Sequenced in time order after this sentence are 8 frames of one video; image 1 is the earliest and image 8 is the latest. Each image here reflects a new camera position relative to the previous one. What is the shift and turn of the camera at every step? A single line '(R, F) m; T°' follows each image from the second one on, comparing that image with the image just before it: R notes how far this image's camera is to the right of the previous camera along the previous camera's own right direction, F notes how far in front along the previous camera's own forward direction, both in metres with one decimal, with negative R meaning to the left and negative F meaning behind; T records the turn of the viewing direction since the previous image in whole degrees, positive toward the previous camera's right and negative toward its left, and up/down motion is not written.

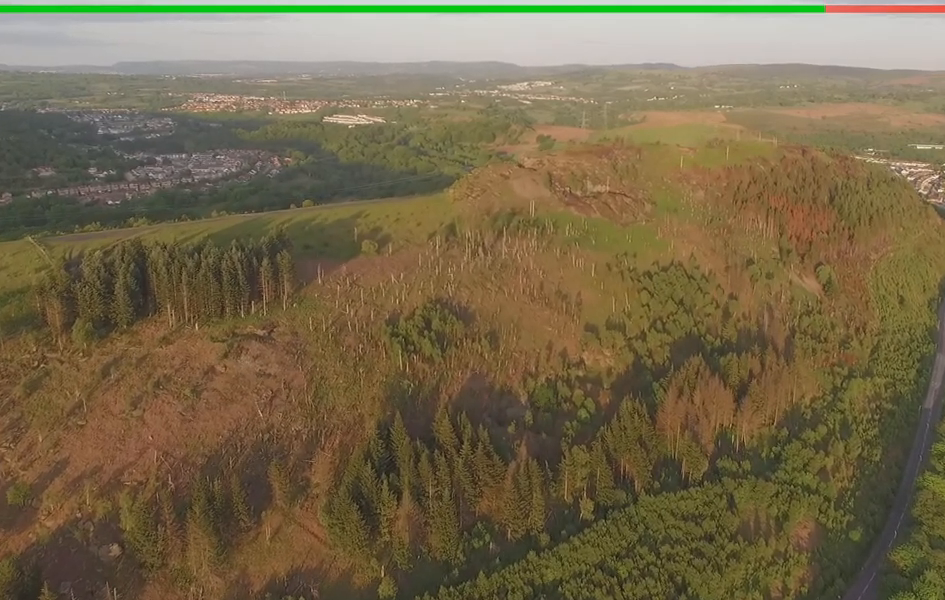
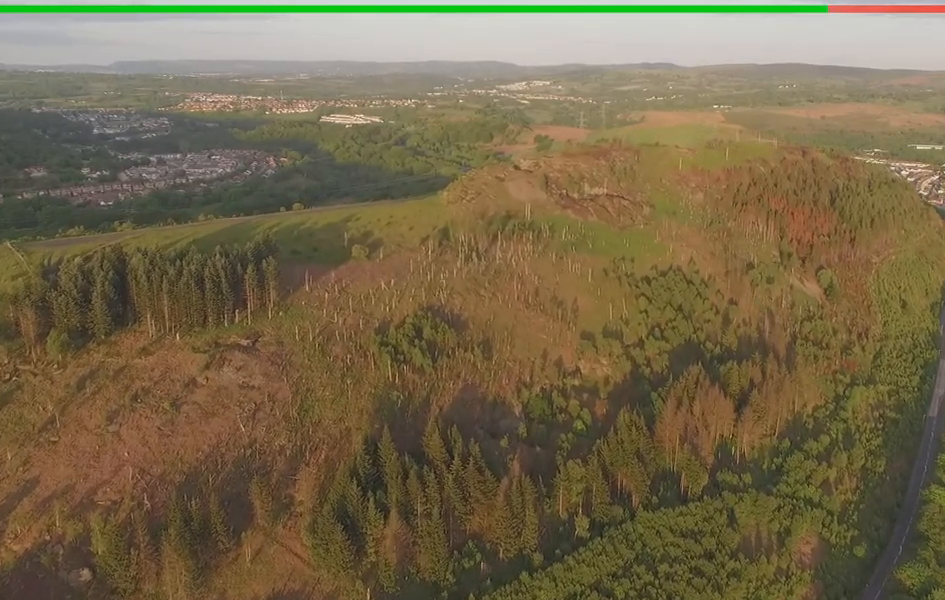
(-0.1, +10.6) m; -1°
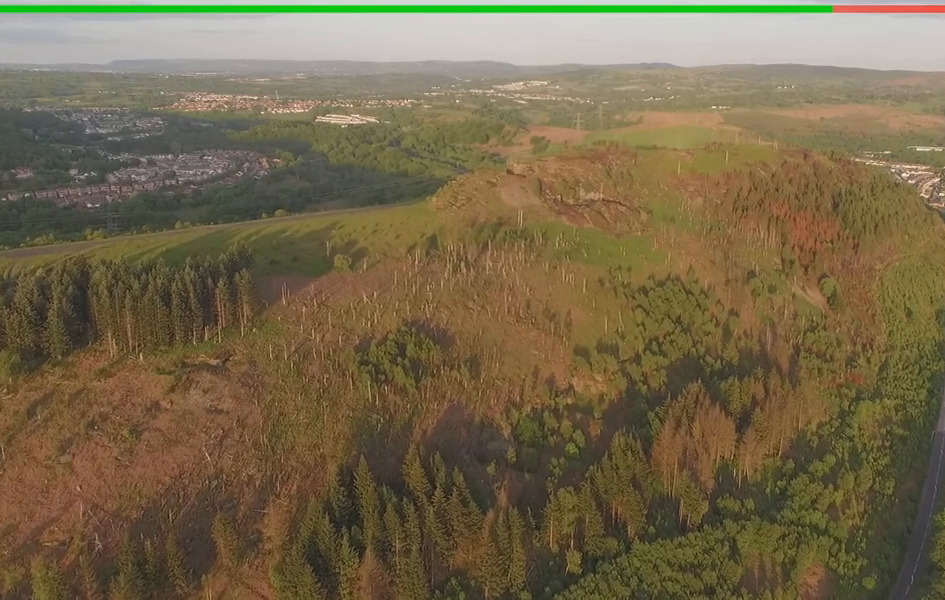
(-0.4, +17.4) m; -2°
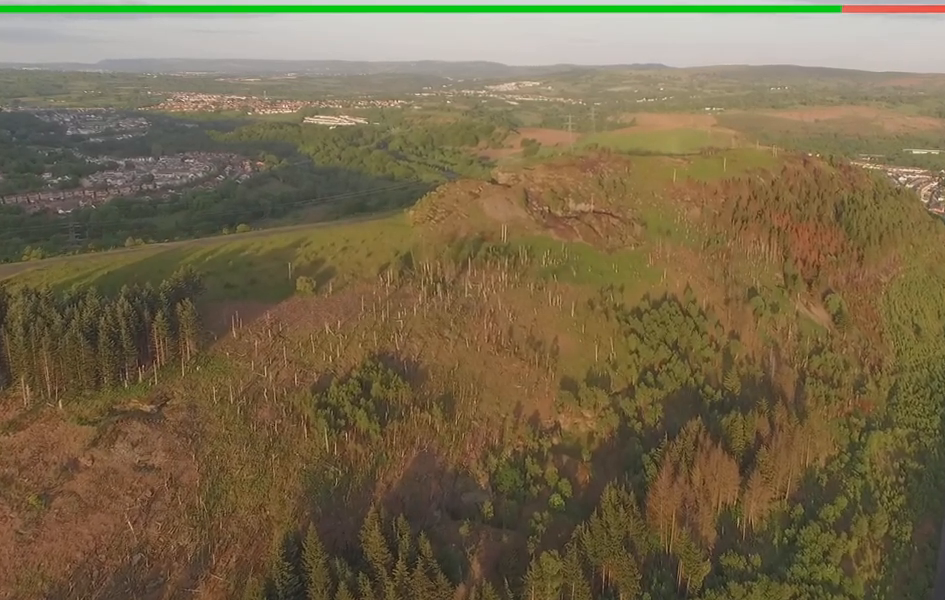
(-0.5, +36.0) m; -1°
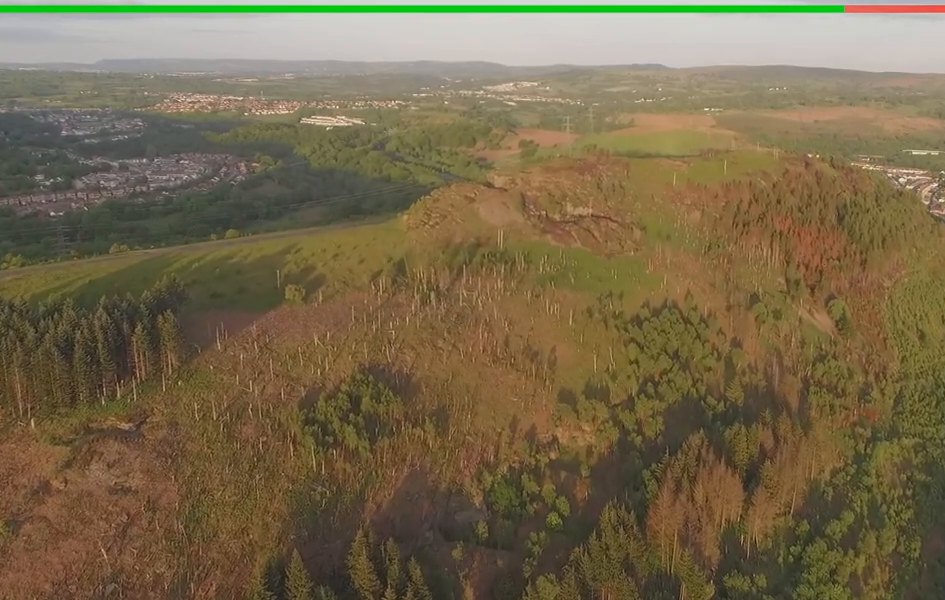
(0.0, +11.4) m; +1°
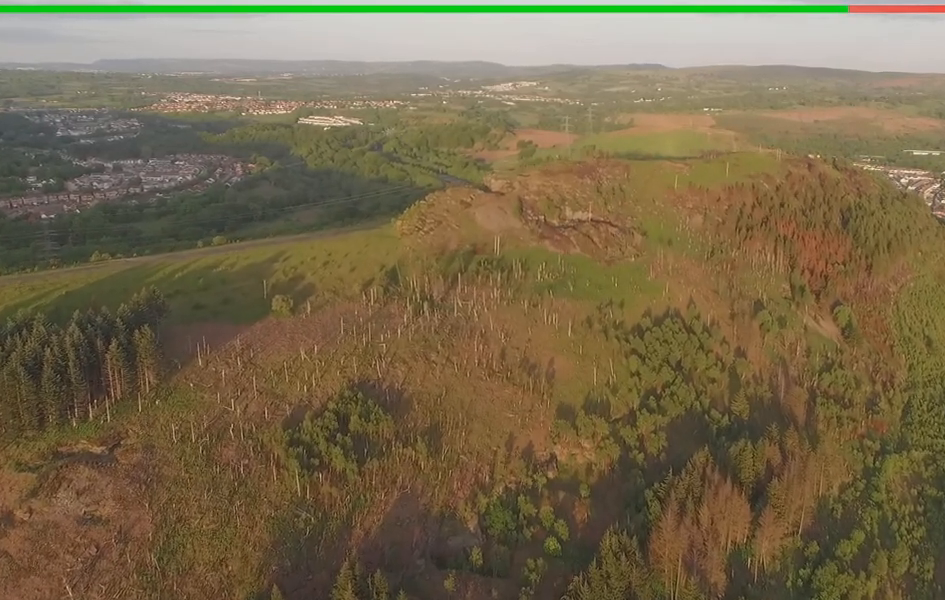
(+0.1, +13.3) m; +1°
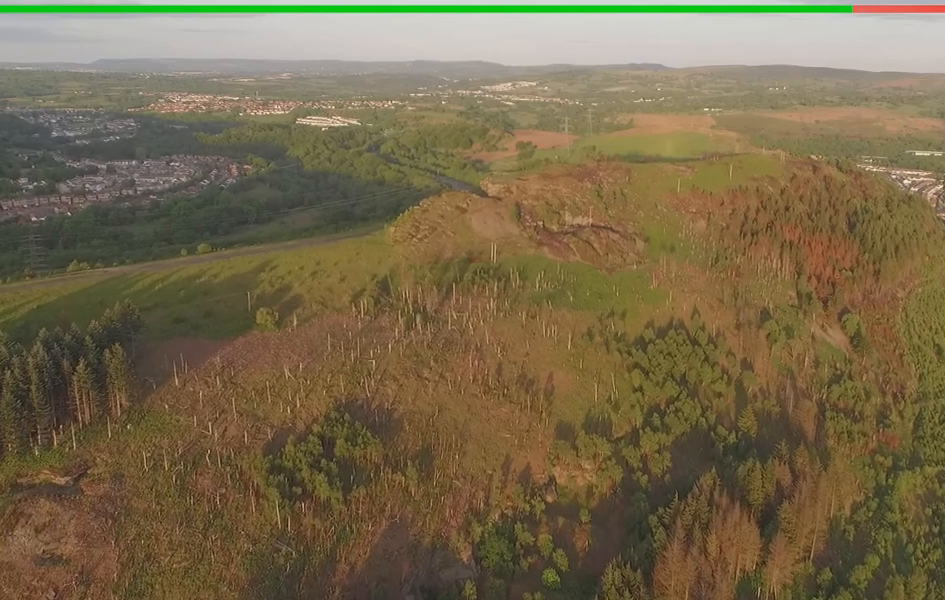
(+0.1, +15.1) m; +1°
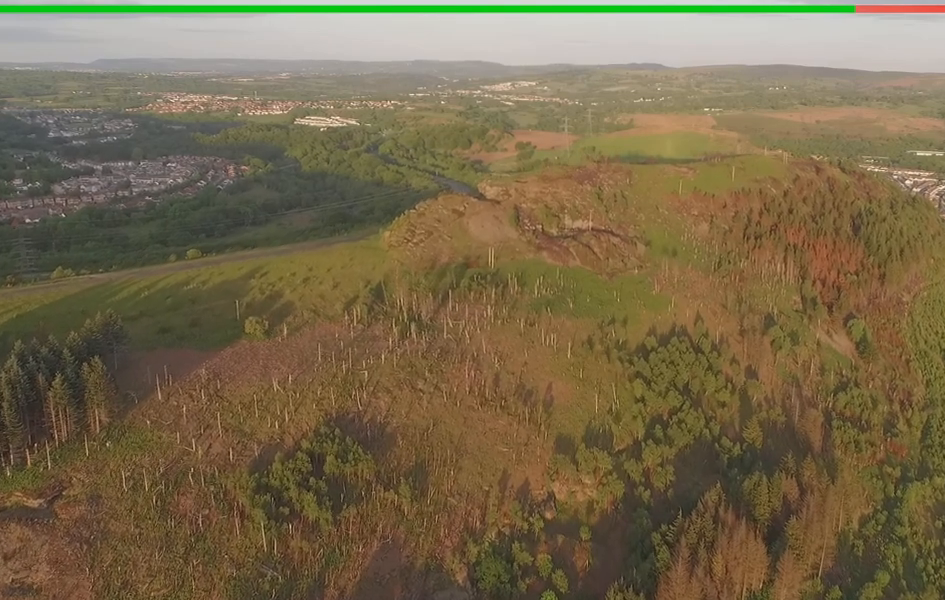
(0.0, +9.6) m; 0°
